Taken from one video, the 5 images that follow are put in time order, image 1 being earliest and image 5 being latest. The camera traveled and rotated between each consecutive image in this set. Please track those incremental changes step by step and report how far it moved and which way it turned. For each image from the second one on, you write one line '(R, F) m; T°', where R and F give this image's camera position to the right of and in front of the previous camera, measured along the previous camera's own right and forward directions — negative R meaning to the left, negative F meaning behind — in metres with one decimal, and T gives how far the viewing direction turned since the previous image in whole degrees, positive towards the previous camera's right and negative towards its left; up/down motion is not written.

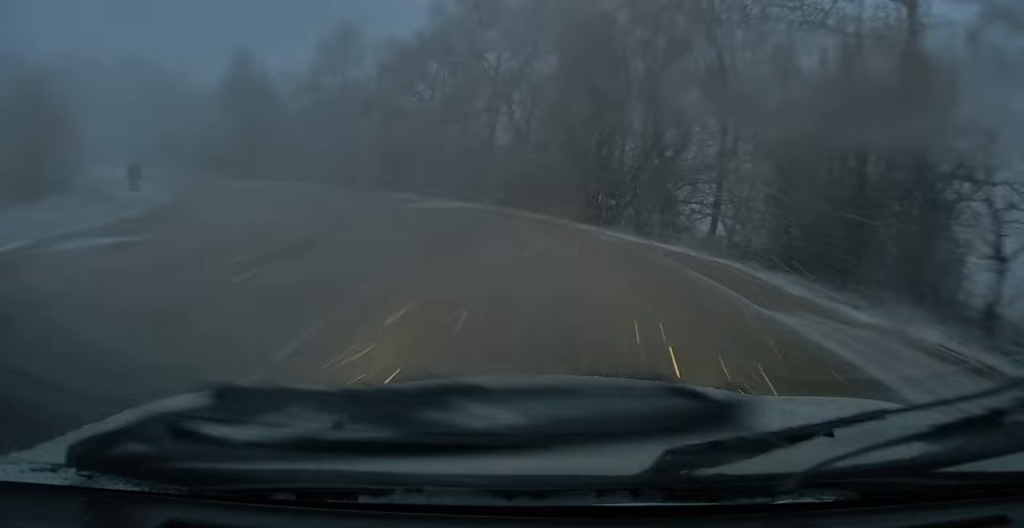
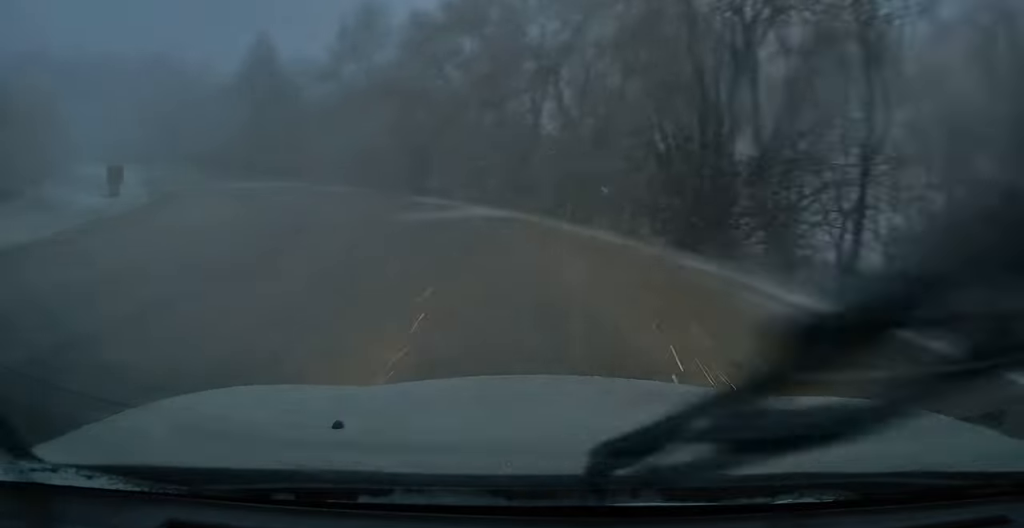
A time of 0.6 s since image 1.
(+0.1, +8.0) m; -4°
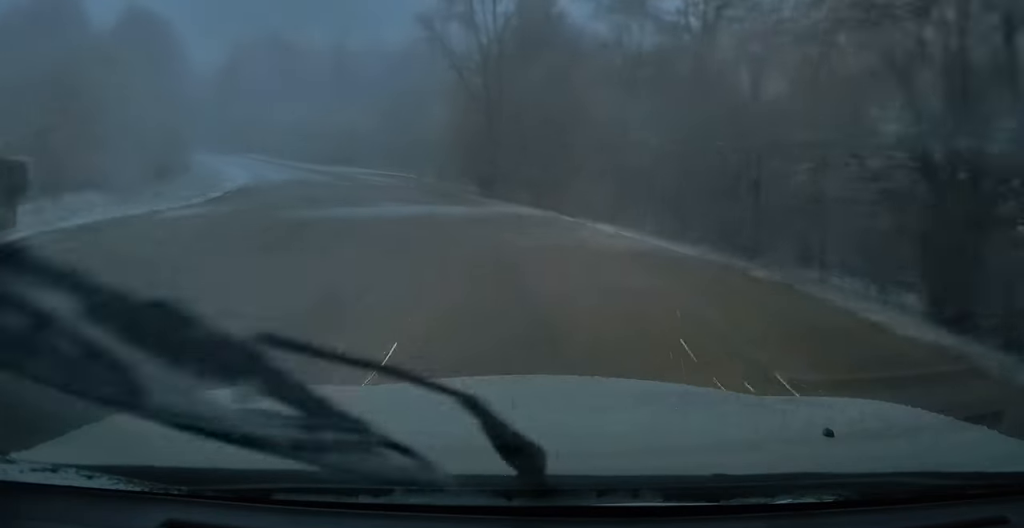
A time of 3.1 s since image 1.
(-9.3, +29.8) m; -30°
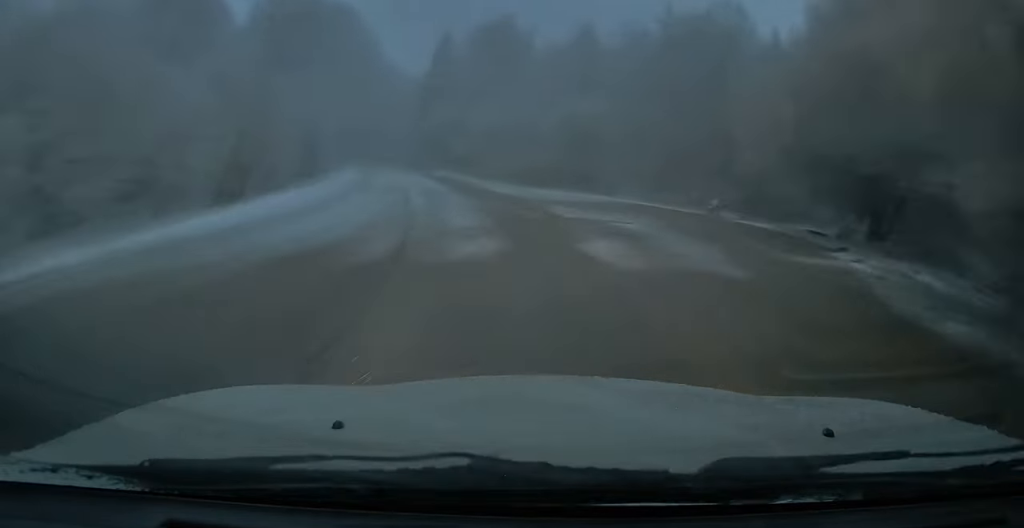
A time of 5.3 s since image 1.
(-4.2, +28.4) m; -19°
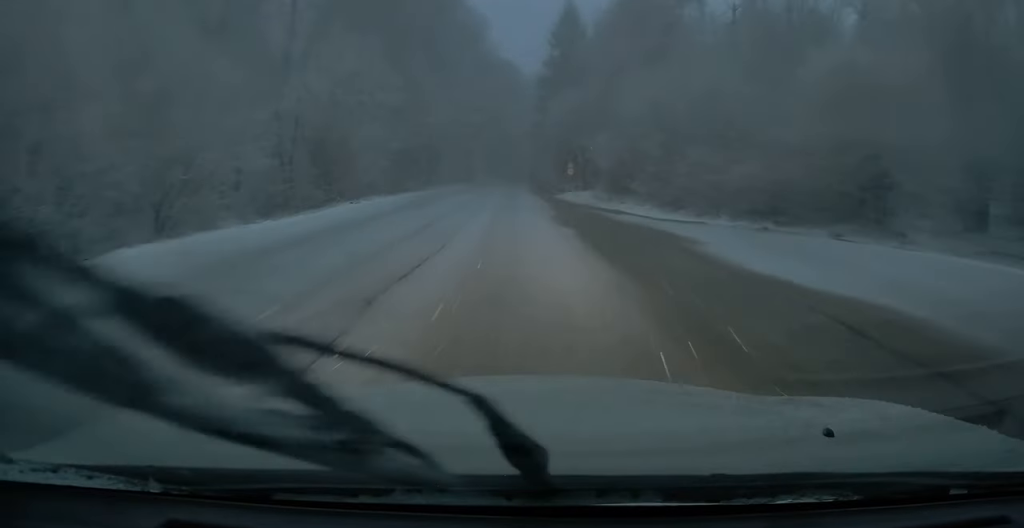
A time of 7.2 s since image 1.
(-2.4, +25.4) m; -8°
